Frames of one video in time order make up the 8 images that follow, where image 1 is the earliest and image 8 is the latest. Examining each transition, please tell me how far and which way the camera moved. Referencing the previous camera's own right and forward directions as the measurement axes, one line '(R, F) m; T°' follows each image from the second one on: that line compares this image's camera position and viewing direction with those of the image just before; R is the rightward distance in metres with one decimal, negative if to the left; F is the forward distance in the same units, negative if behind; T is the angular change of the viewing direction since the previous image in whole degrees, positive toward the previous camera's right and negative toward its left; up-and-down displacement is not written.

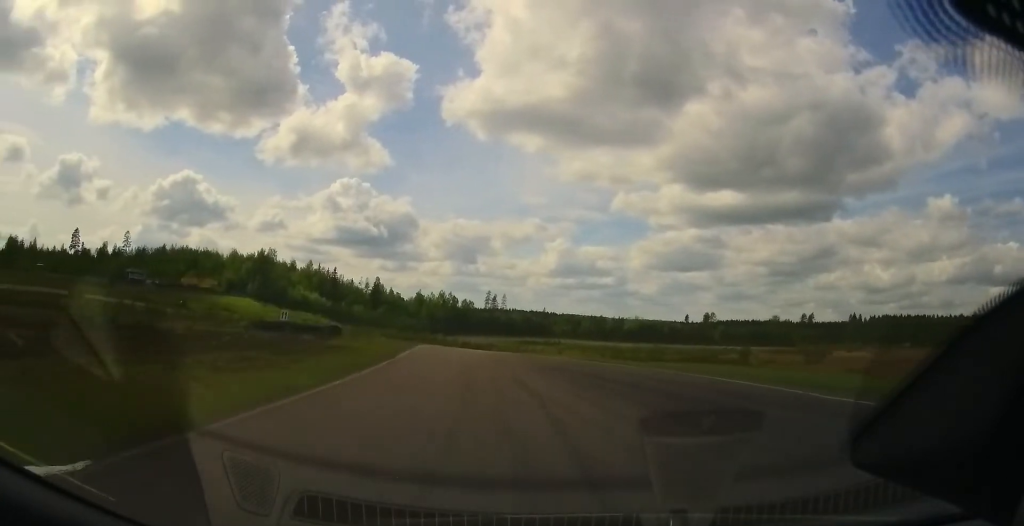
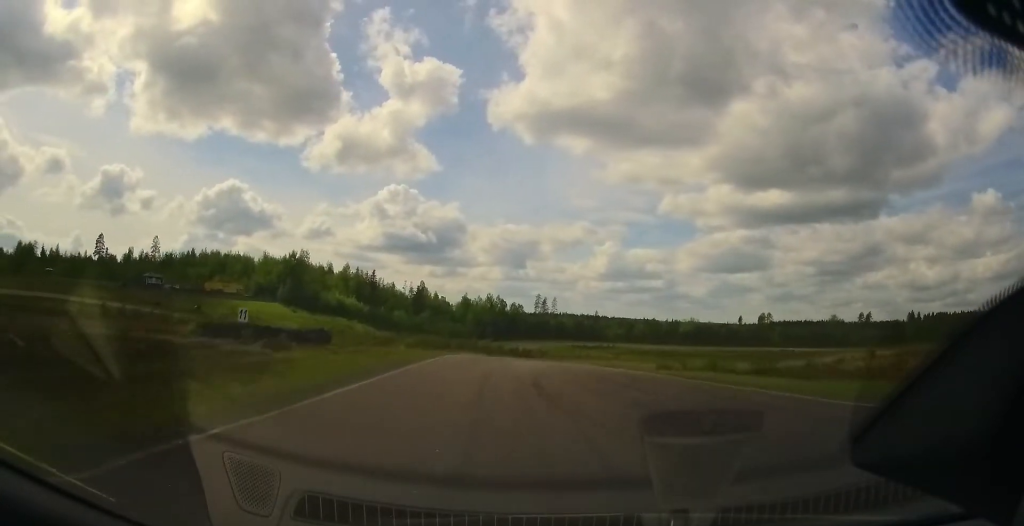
(-2.0, +14.4) m; +2°
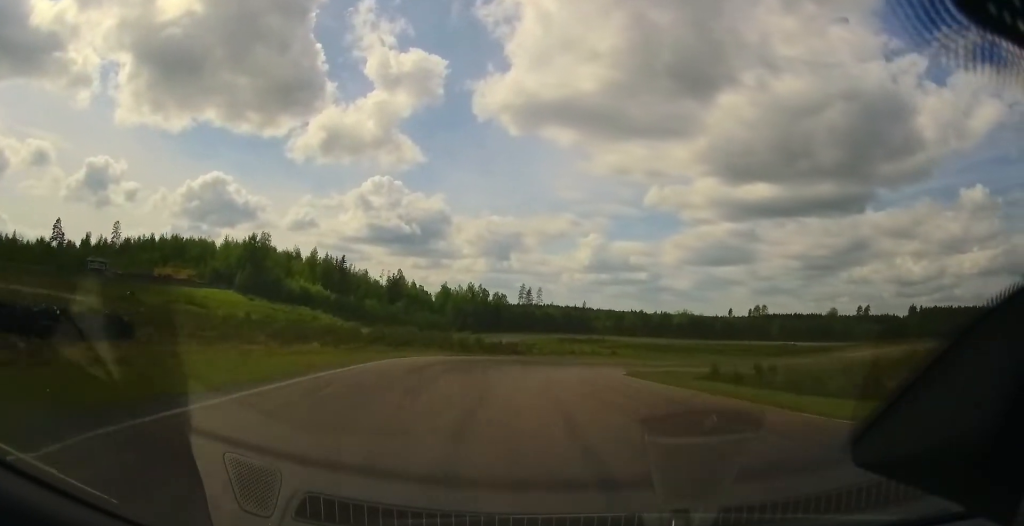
(+2.0, +18.5) m; +7°
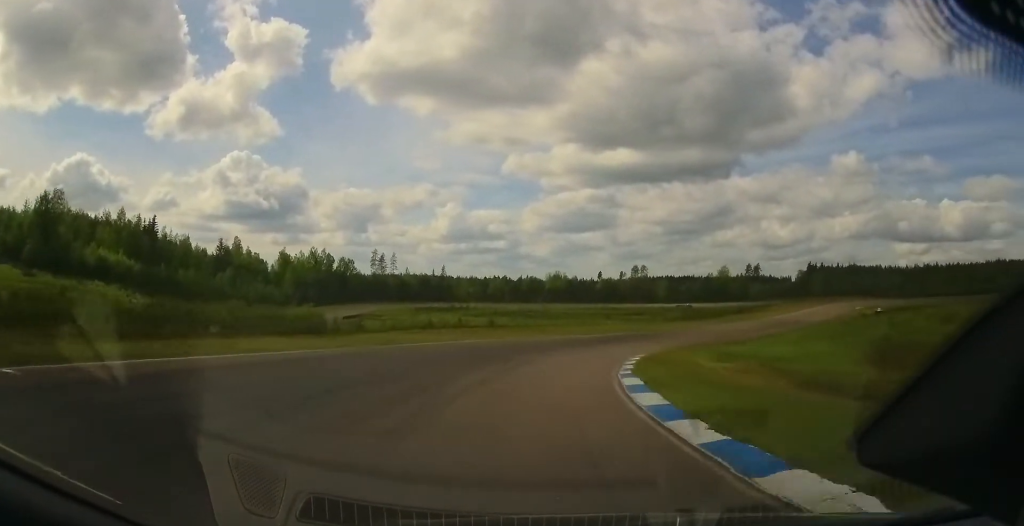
(+2.8, +36.1) m; +5°
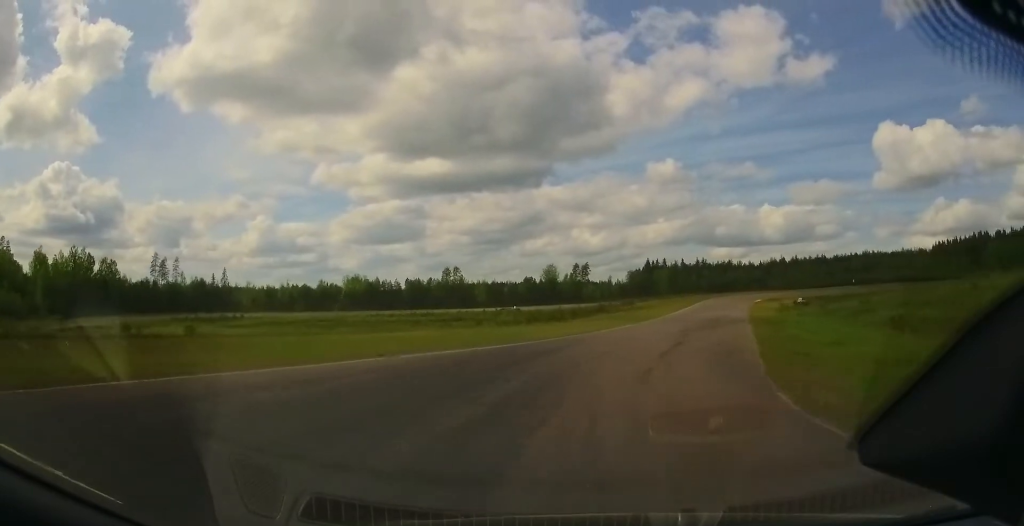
(0.0, +43.9) m; 0°
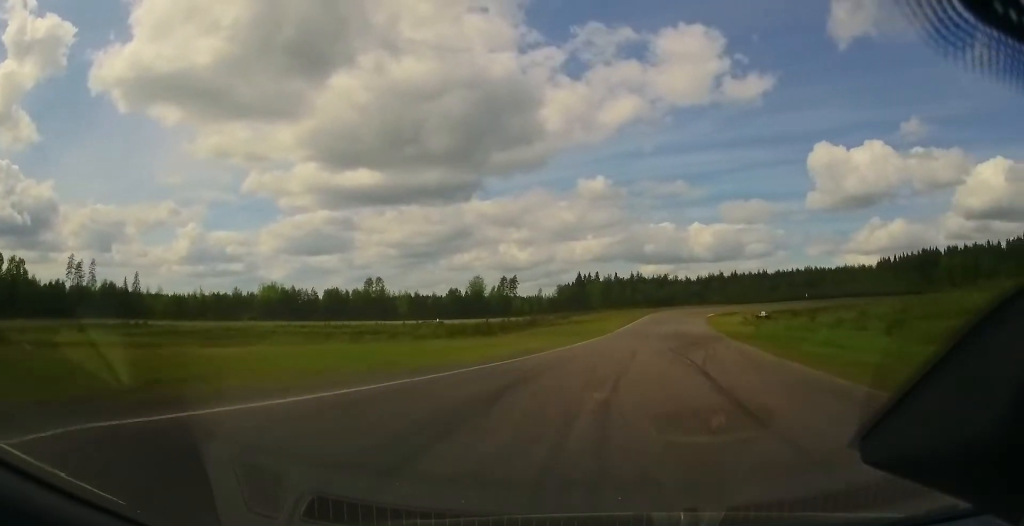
(0.0, +14.4) m; 0°
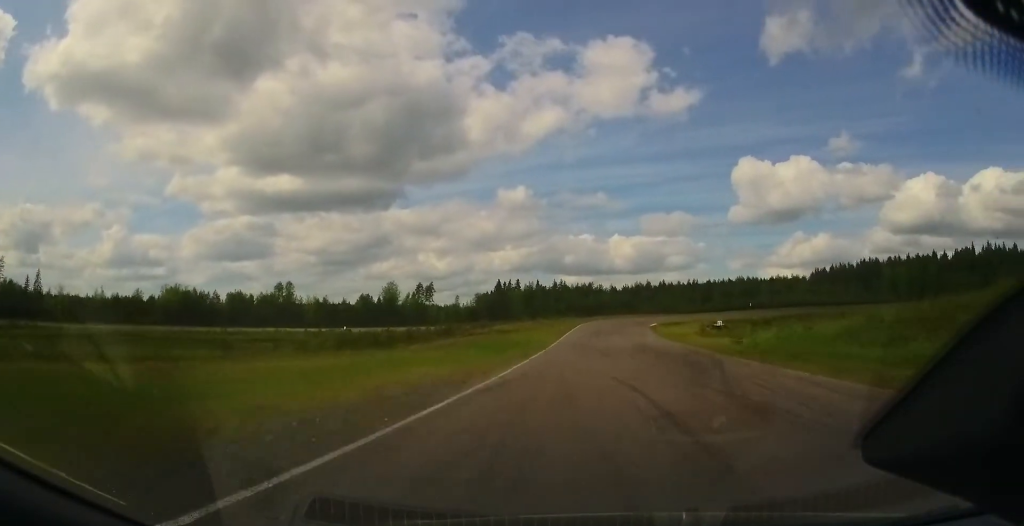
(0.0, +15.3) m; +1°
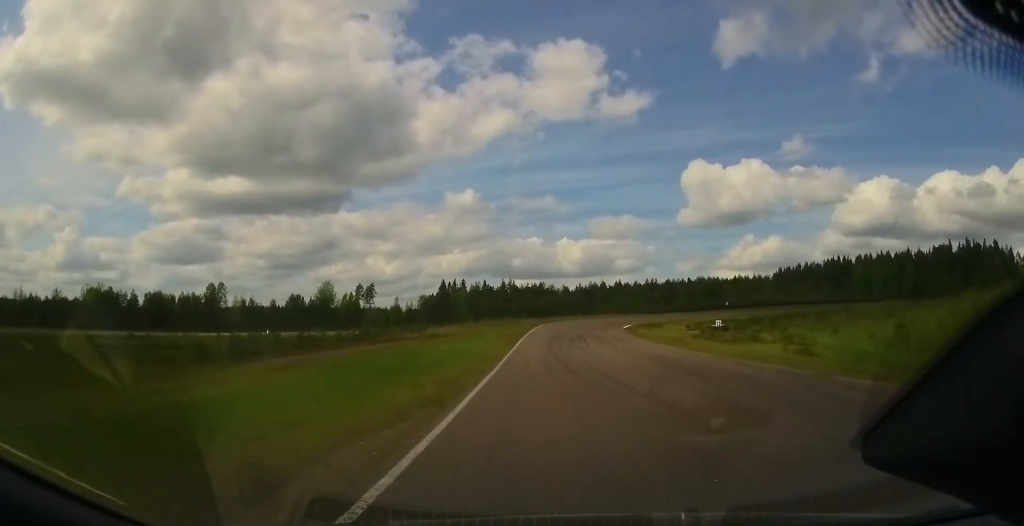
(-0.1, +19.5) m; +12°
